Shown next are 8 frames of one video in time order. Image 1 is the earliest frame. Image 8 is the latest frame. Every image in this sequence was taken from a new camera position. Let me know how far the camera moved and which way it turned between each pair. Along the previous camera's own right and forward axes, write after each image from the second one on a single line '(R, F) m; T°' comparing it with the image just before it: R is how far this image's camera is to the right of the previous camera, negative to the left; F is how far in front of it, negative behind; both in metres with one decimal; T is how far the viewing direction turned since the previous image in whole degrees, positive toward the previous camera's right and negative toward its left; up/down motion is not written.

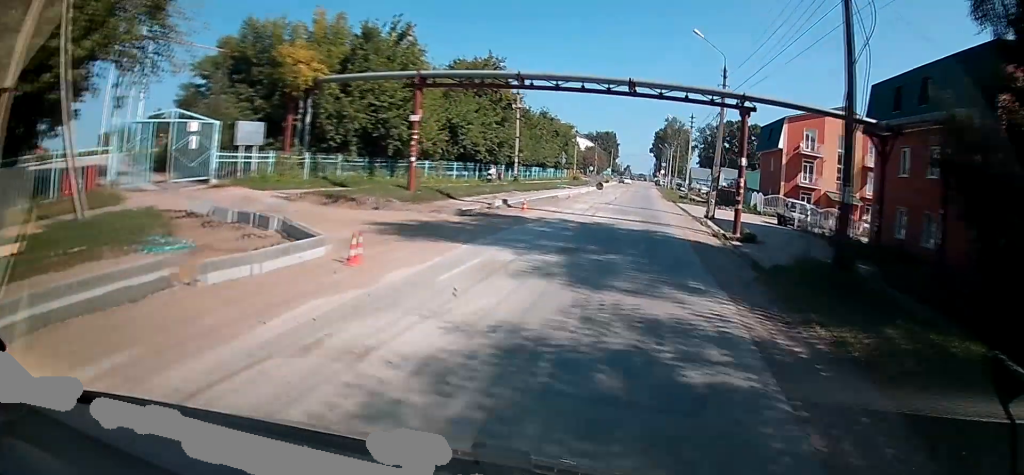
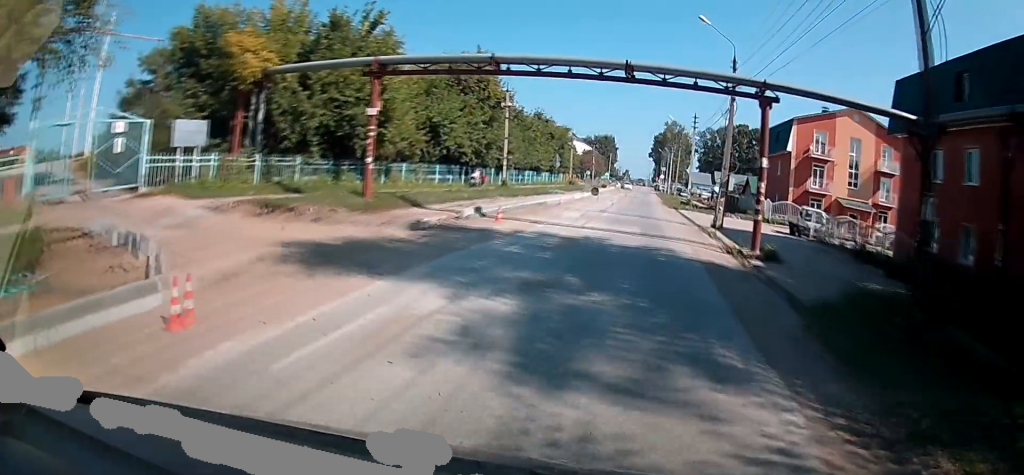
(0.0, +3.9) m; 0°
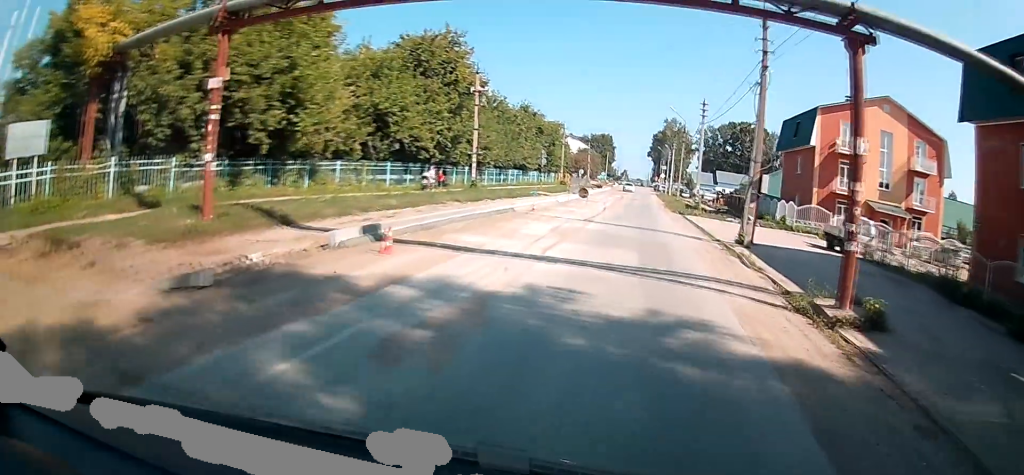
(0.0, +8.5) m; 0°
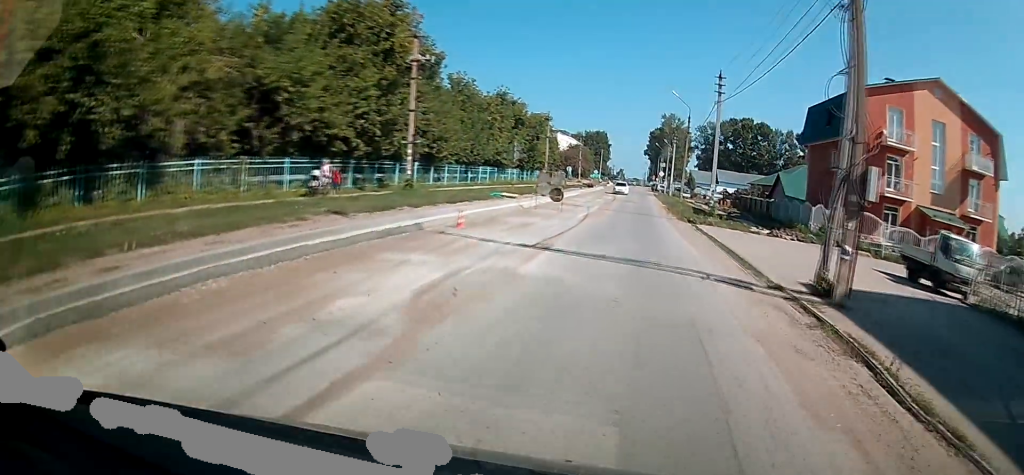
(+0.1, +10.8) m; +1°
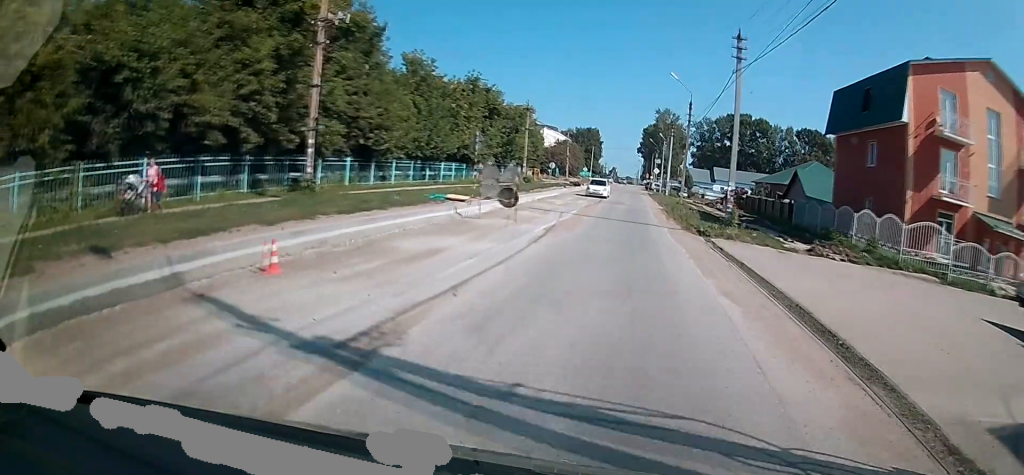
(+0.1, +8.6) m; +1°
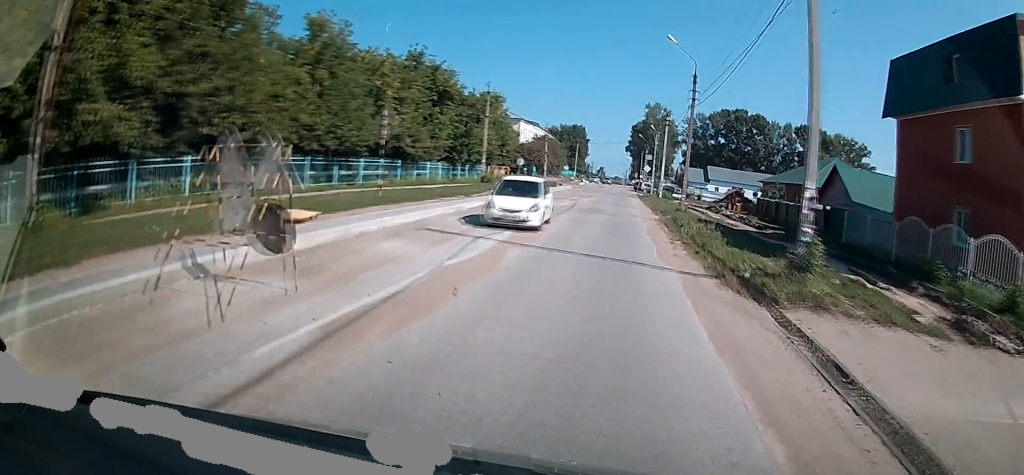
(+0.2, +12.1) m; 0°
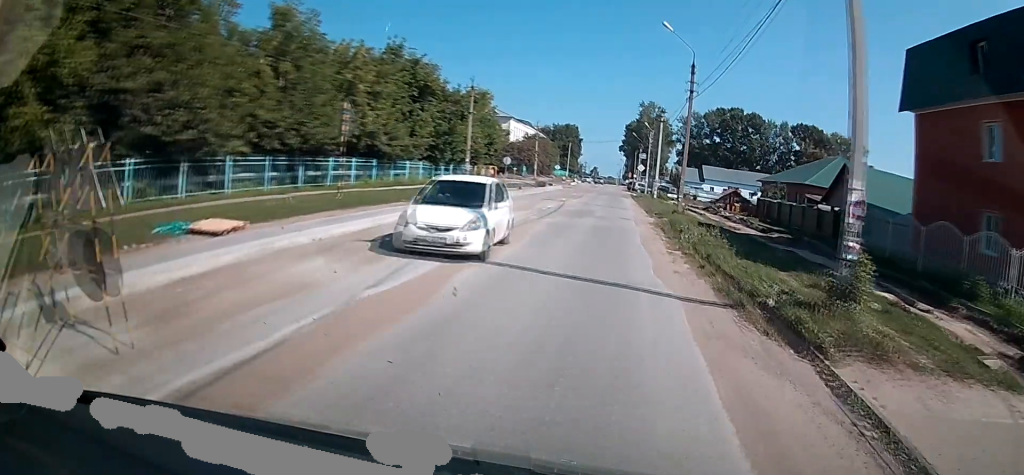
(0.0, +2.9) m; 0°
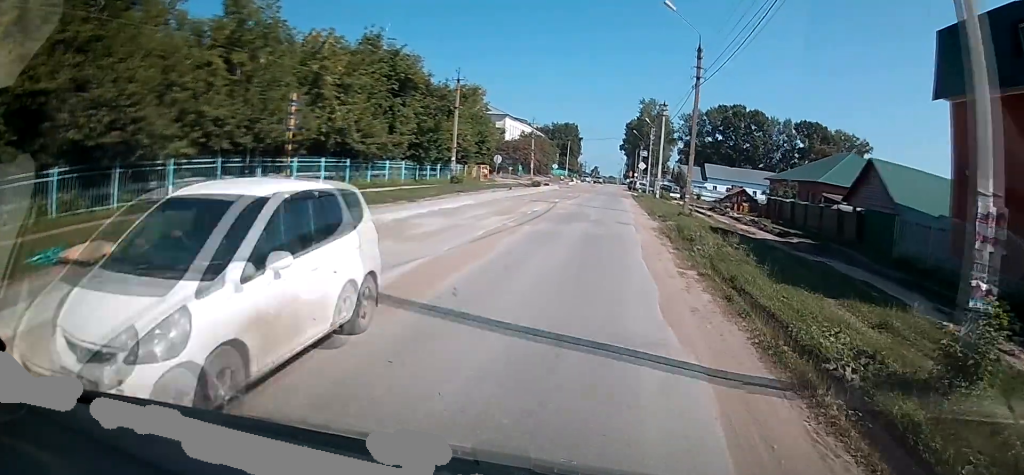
(0.0, +3.7) m; 0°
